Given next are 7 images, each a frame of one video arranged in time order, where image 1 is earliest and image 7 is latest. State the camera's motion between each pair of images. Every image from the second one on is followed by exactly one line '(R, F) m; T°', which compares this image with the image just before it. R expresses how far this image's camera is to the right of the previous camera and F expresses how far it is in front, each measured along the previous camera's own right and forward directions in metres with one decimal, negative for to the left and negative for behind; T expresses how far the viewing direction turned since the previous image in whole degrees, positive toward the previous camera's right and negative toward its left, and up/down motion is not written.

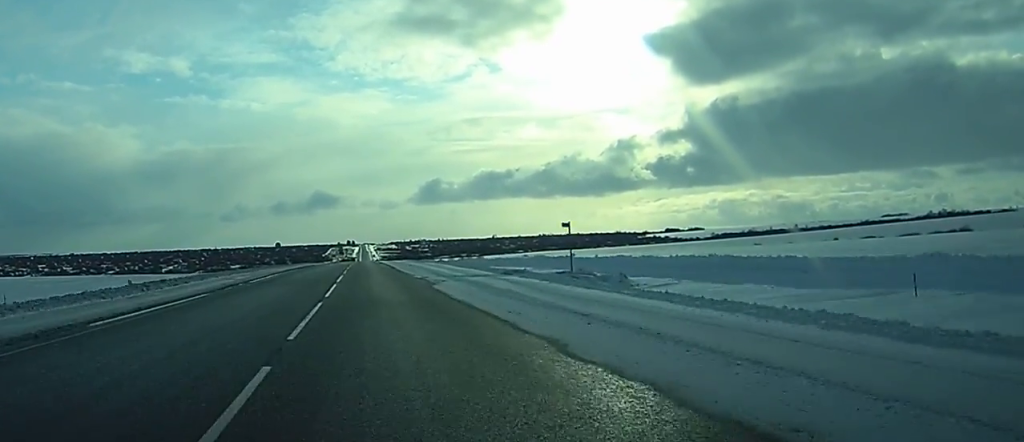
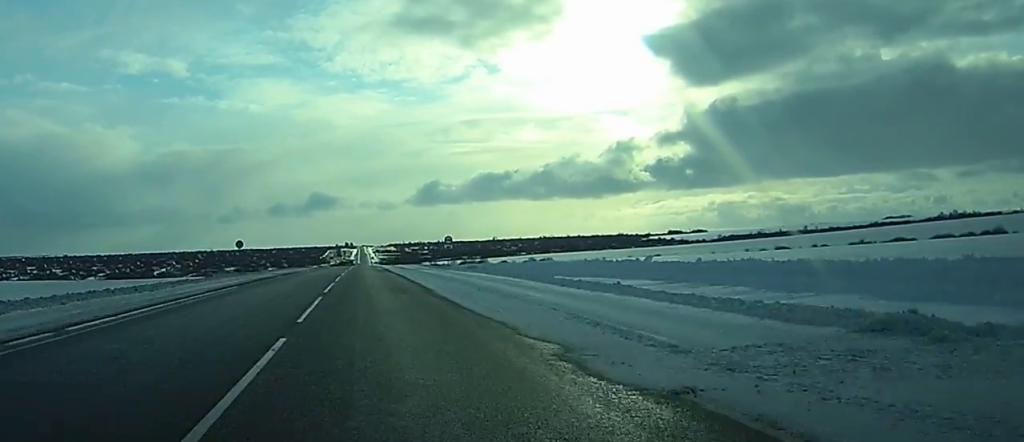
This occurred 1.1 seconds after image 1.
(-0.2, +33.1) m; 0°
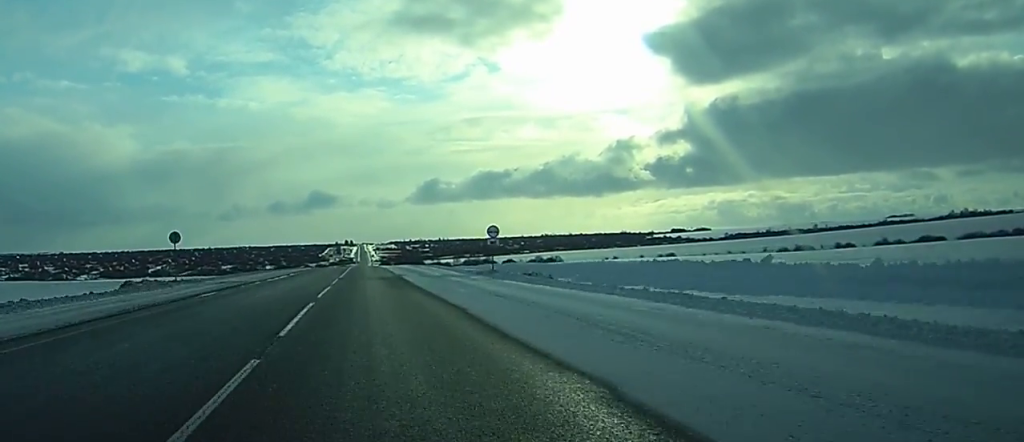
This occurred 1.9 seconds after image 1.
(+0.2, +26.7) m; 0°
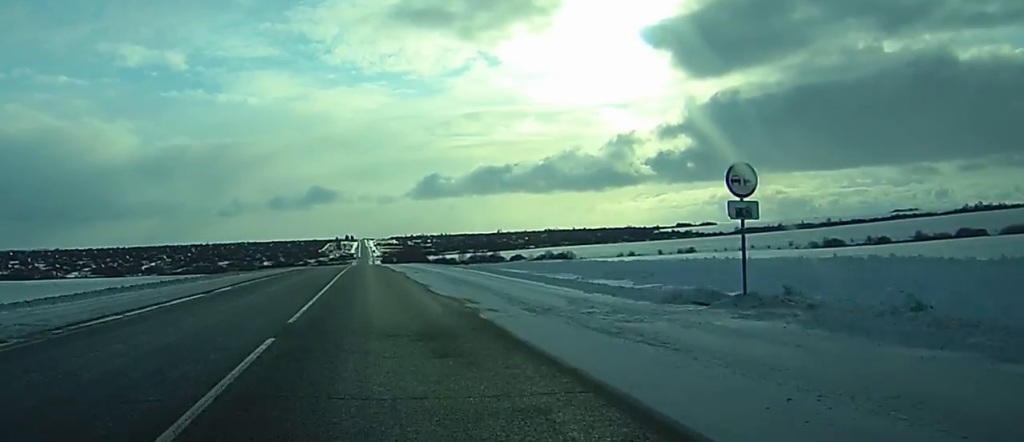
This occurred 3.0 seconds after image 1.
(+0.1, +33.6) m; 0°
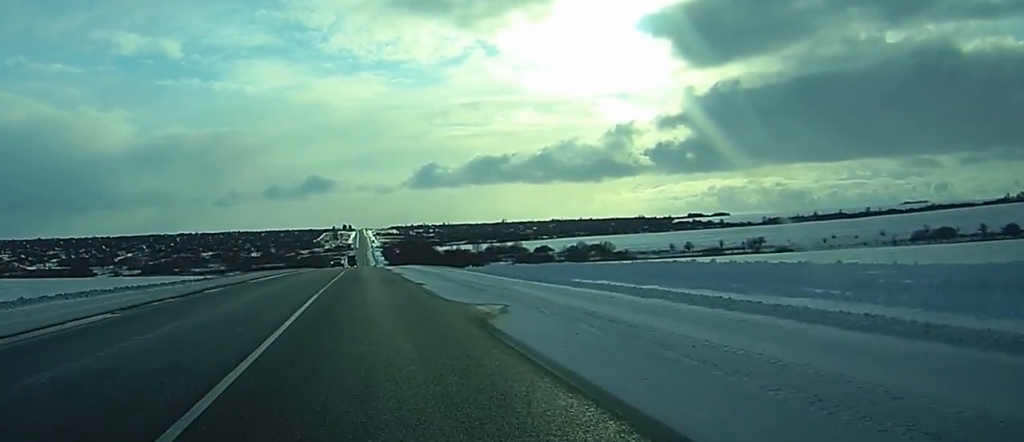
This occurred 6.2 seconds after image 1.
(-0.4, +96.2) m; 0°
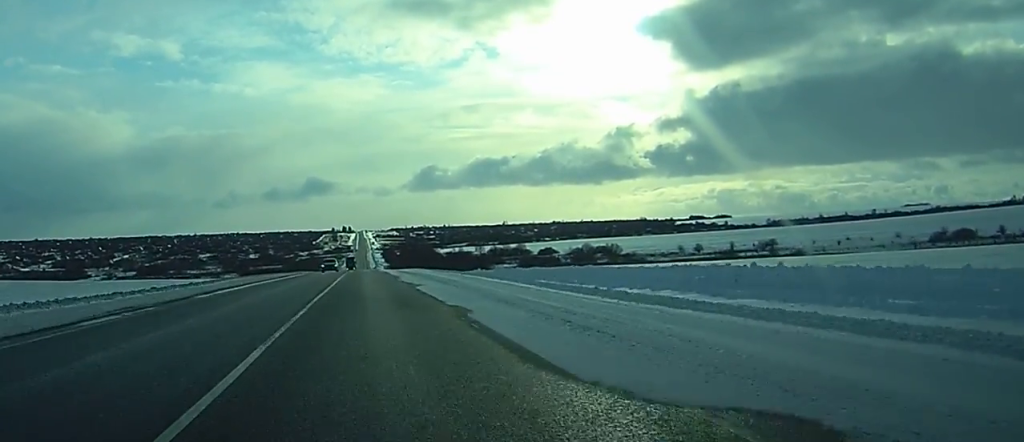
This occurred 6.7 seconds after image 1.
(0.0, +12.9) m; 0°
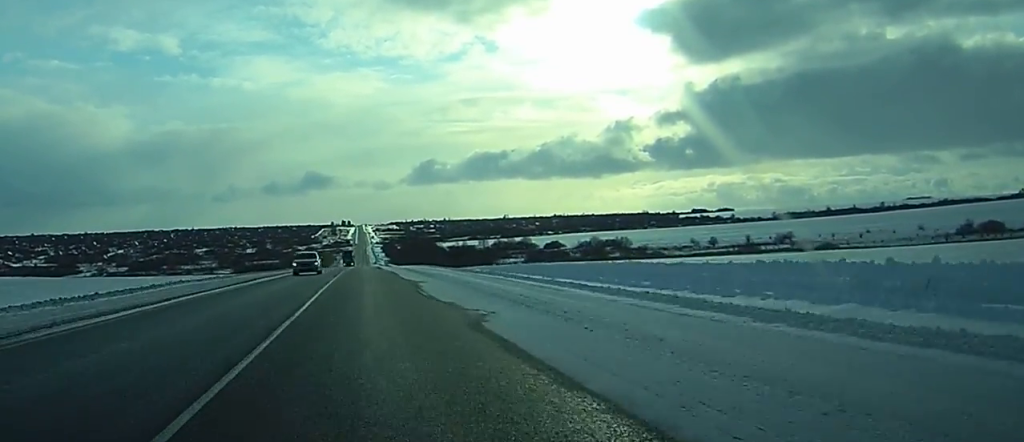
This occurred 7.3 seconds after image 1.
(-0.1, +18.9) m; 0°
